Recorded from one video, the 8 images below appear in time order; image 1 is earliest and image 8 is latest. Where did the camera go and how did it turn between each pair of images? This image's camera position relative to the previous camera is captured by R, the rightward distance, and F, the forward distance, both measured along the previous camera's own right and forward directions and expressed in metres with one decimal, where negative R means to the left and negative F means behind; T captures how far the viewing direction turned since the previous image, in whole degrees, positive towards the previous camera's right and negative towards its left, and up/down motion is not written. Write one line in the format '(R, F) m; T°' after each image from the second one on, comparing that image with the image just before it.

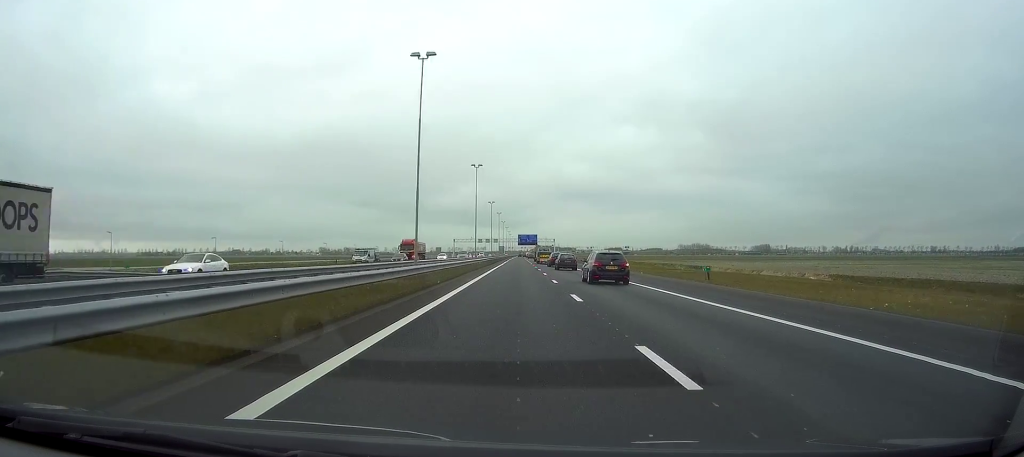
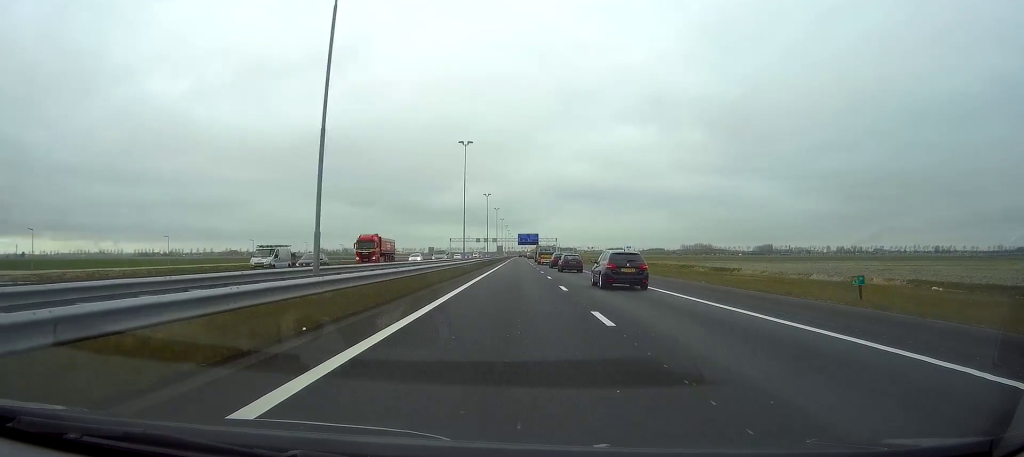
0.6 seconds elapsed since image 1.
(0.0, +17.7) m; 0°
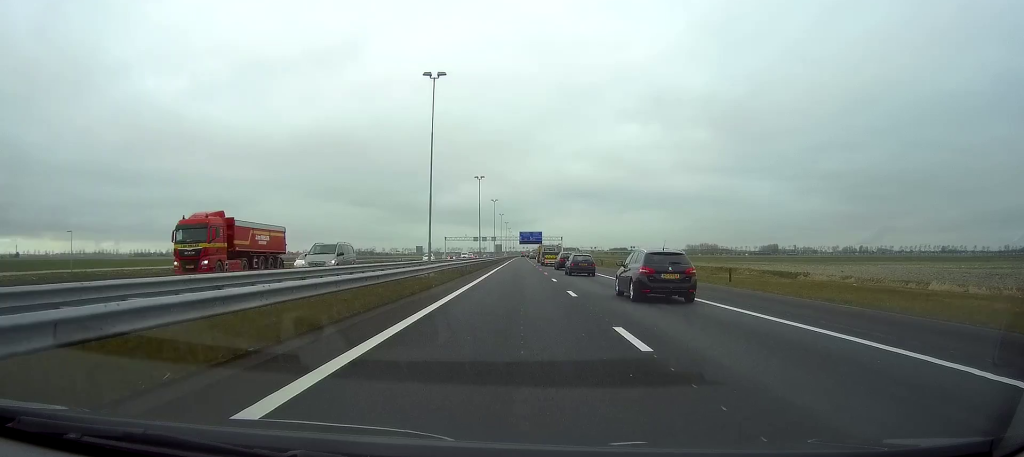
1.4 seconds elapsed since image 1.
(0.0, +27.0) m; 0°
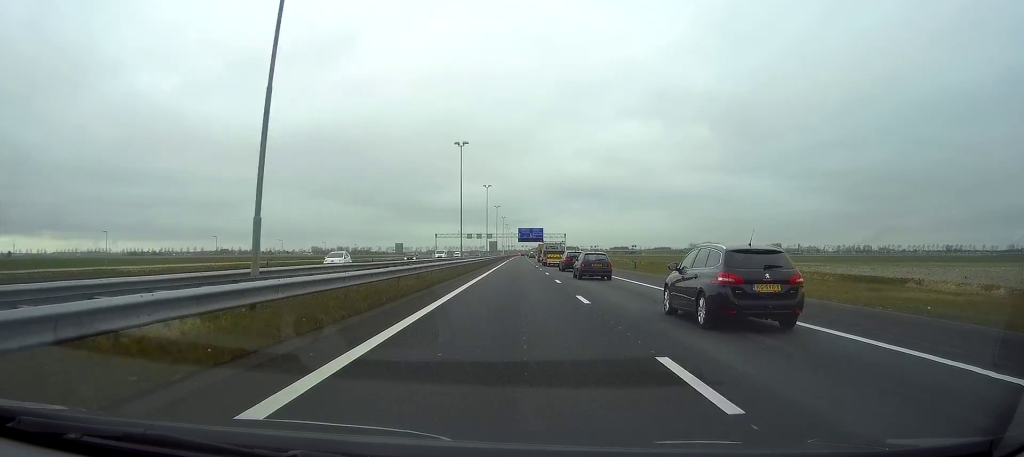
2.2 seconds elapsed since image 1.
(0.0, +27.4) m; 0°
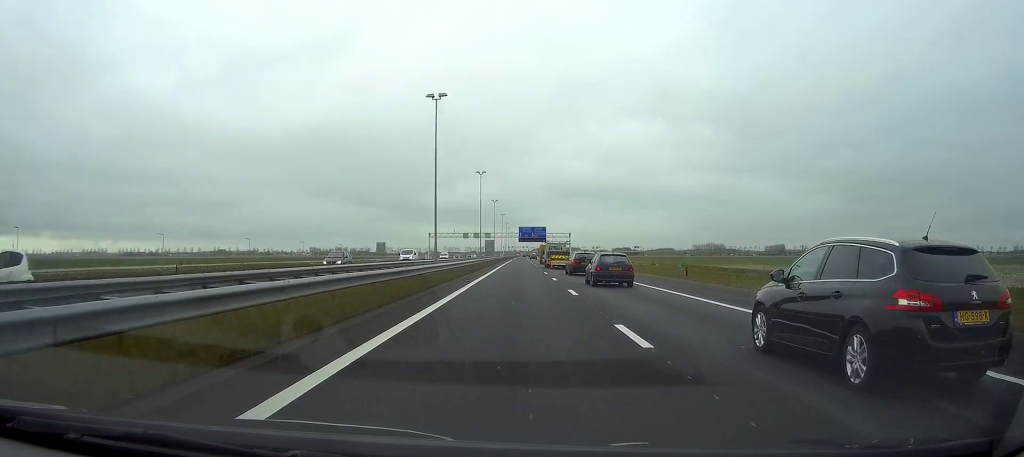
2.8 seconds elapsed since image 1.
(0.0, +19.8) m; 0°
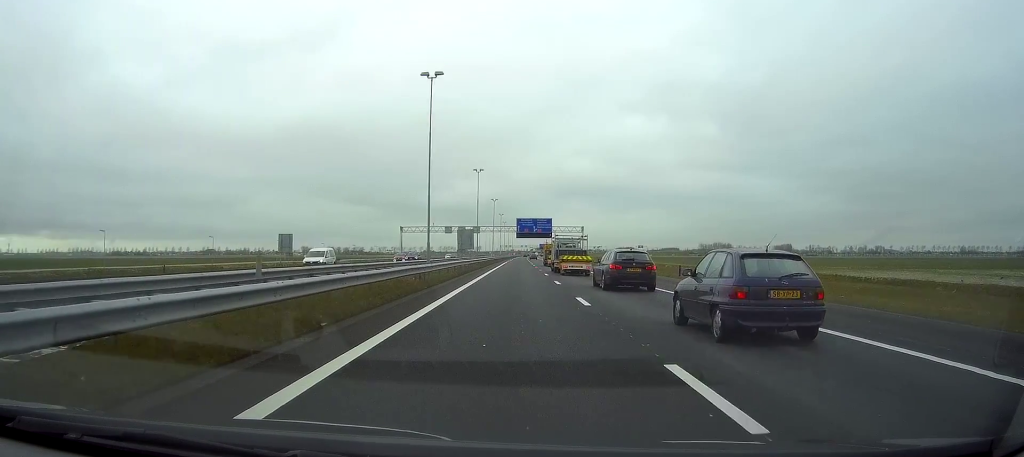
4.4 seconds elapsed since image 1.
(+0.1, +51.3) m; 0°
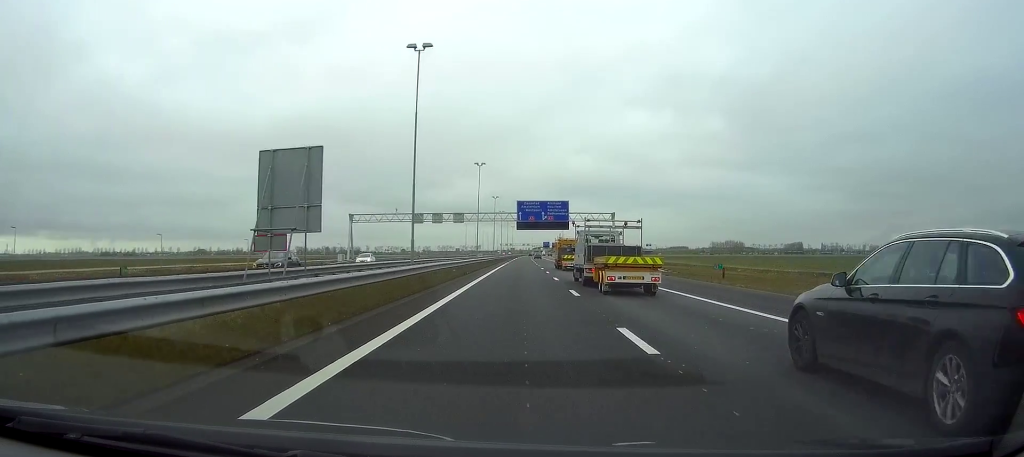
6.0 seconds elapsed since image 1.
(+0.1, +55.5) m; 0°
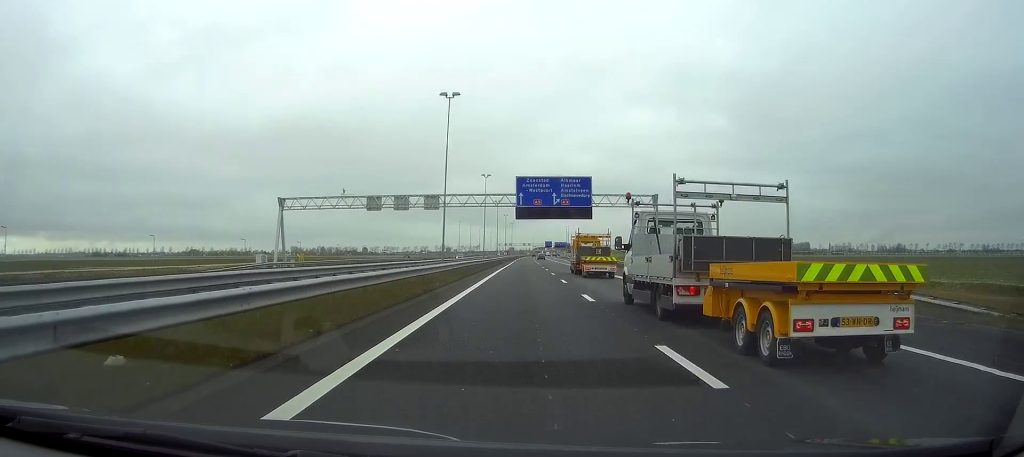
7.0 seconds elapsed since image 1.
(-0.1, +38.3) m; 0°
